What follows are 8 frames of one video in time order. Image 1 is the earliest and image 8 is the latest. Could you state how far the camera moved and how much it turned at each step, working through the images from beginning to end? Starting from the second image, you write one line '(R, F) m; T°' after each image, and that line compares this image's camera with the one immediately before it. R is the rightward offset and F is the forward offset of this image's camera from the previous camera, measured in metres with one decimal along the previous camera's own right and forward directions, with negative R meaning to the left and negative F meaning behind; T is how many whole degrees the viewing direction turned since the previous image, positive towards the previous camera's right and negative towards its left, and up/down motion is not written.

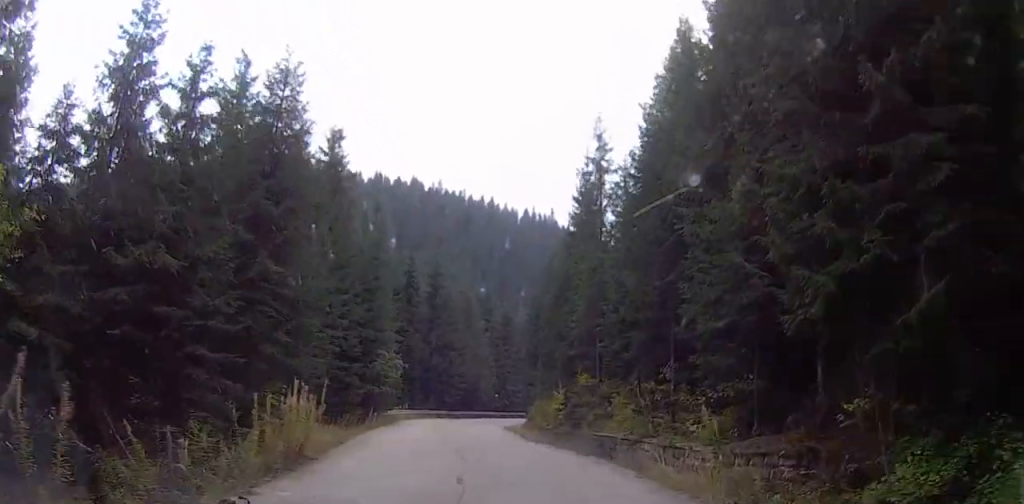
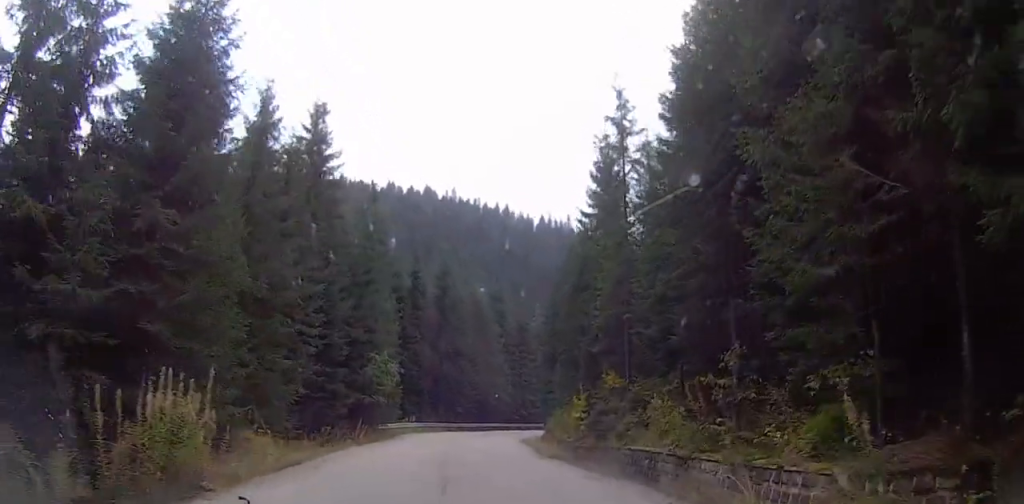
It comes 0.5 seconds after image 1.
(-0.1, +6.2) m; -2°
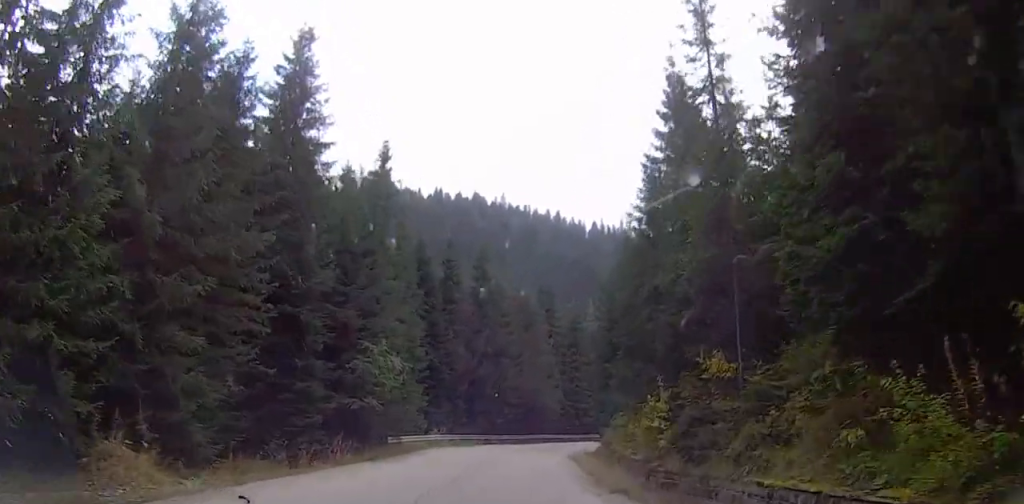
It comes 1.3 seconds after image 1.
(-0.6, +10.5) m; -4°
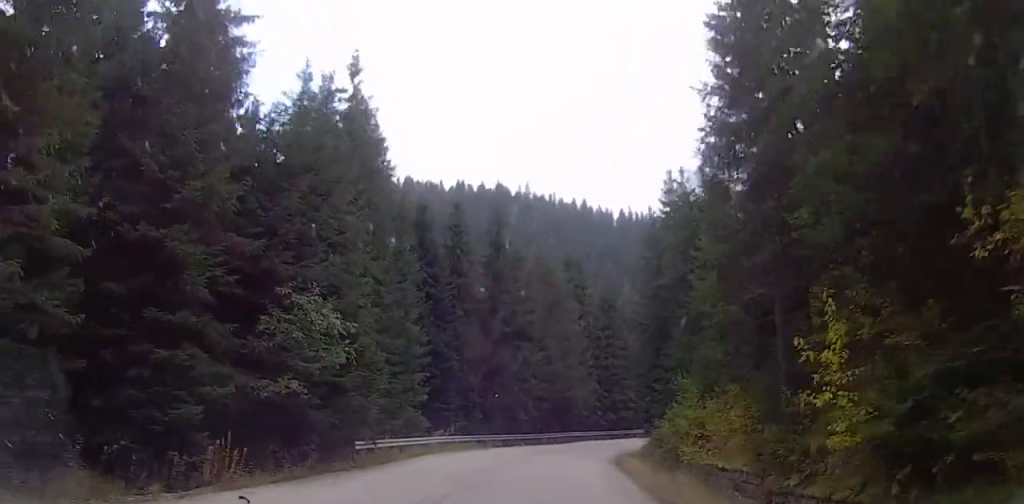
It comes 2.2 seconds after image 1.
(+0.1, +10.6) m; -3°
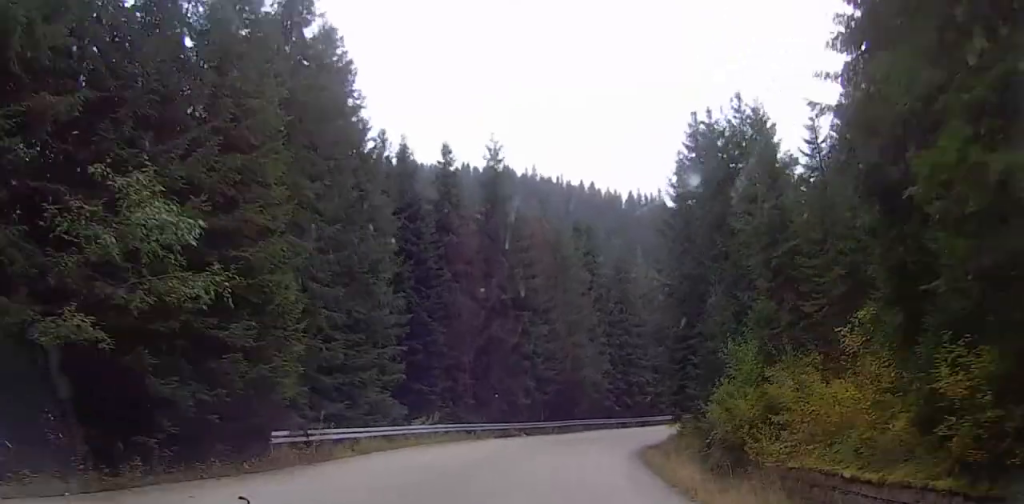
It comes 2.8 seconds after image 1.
(-0.5, +8.2) m; 0°
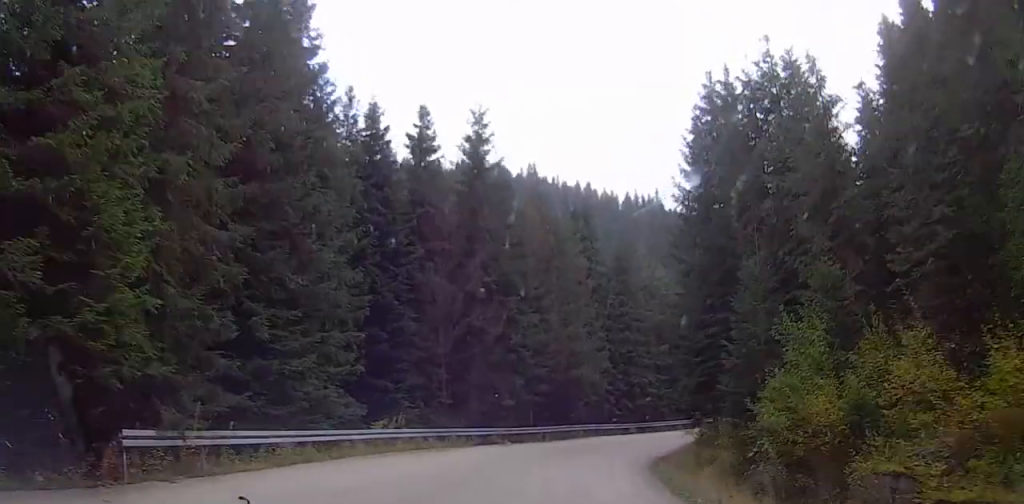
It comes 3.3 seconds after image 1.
(-0.4, +6.5) m; 0°
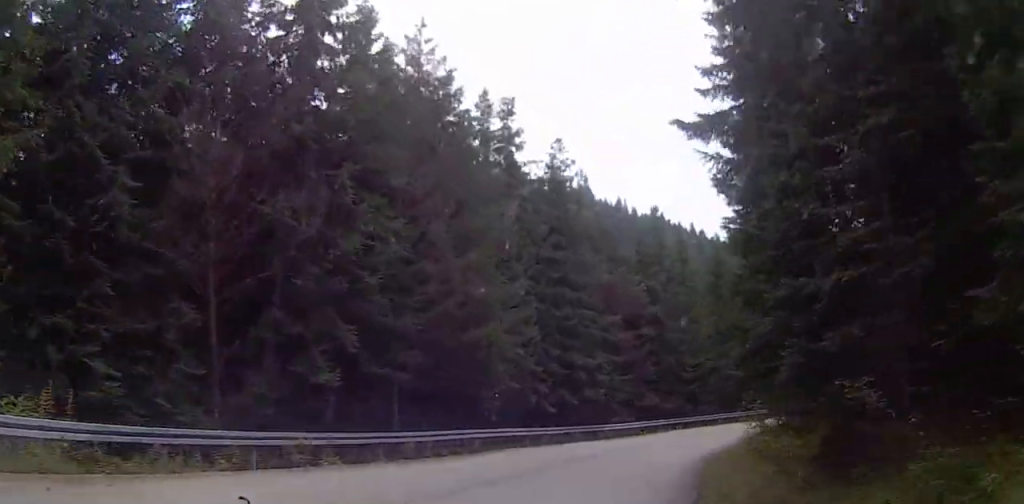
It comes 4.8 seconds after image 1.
(+1.3, +19.3) m; +6°
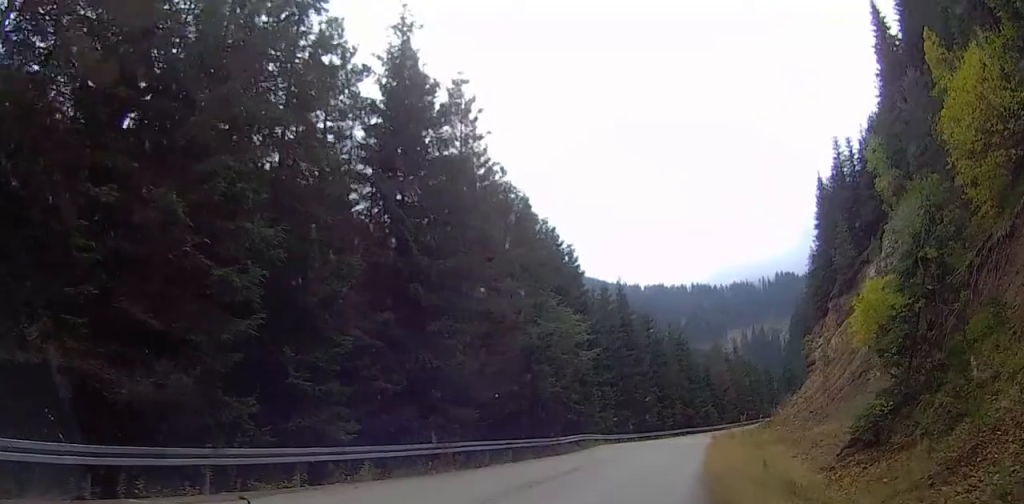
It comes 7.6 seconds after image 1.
(+6.5, +39.4) m; +19°
